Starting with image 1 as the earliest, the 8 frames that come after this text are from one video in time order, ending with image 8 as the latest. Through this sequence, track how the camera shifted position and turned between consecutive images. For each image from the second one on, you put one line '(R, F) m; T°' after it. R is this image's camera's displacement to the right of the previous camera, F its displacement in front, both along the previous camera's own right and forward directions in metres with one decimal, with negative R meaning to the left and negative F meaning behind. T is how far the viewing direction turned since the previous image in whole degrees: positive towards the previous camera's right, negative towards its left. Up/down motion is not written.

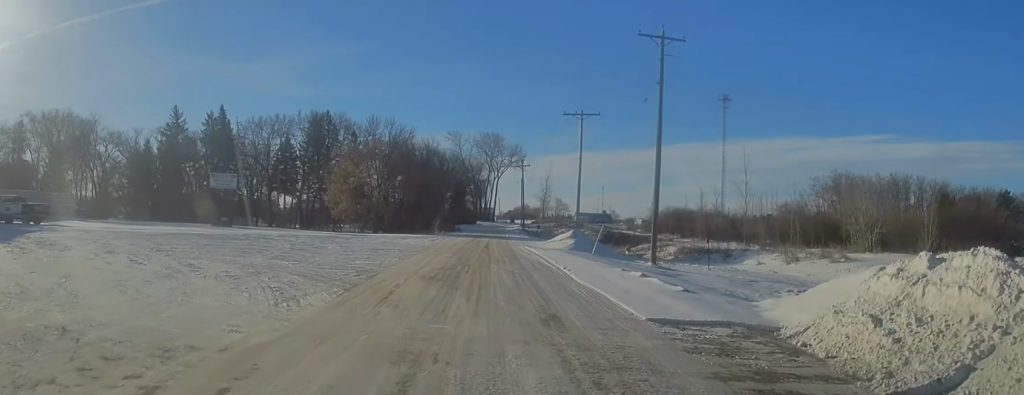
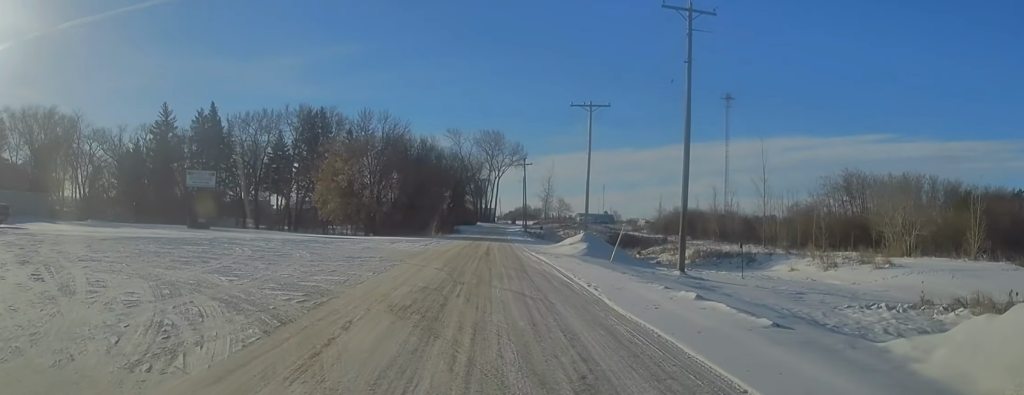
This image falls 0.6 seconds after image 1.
(+0.1, +5.1) m; 0°
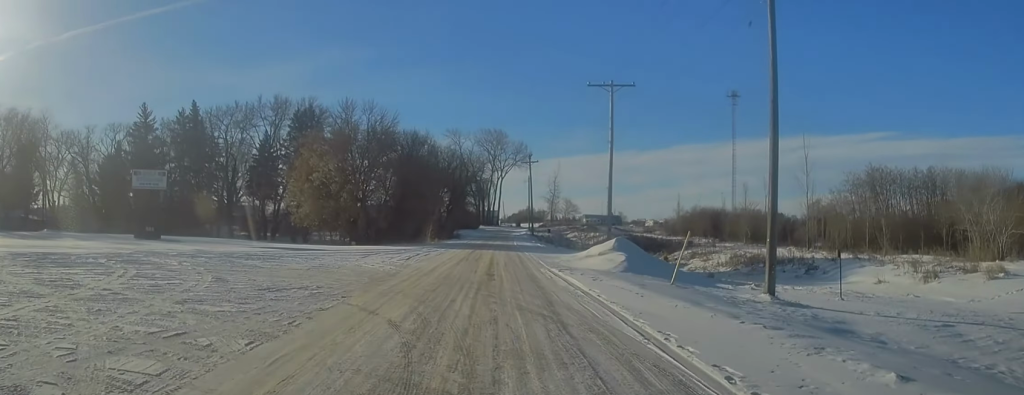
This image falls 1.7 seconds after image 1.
(-0.3, +9.4) m; -3°
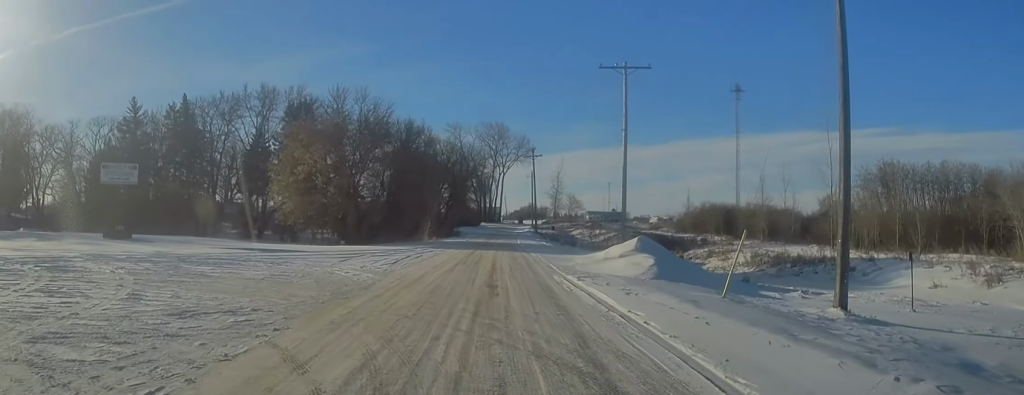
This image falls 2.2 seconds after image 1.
(-0.3, +4.3) m; 0°
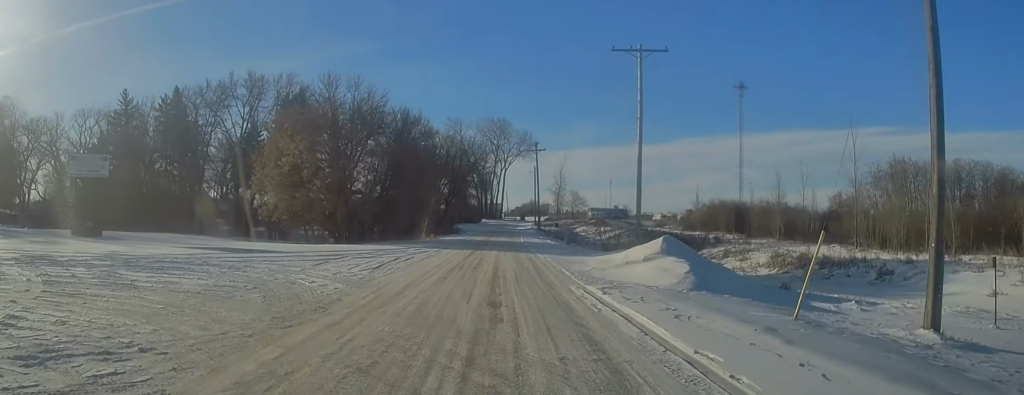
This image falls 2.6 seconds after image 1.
(+0.1, +3.8) m; 0°
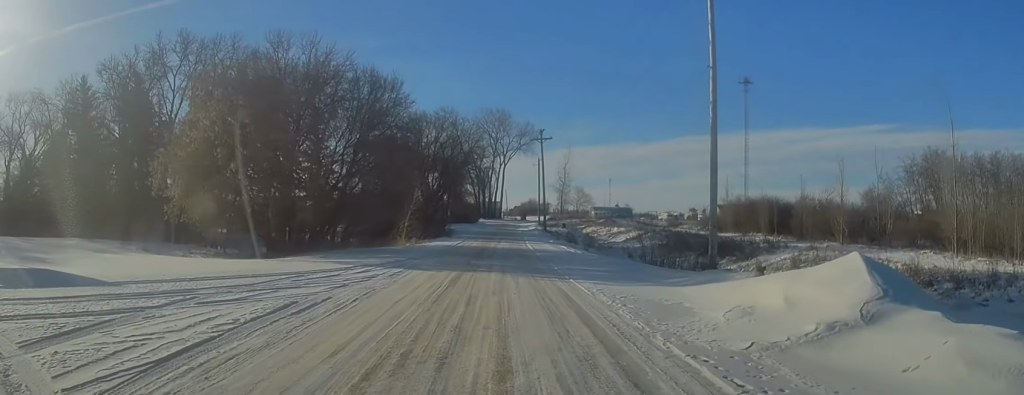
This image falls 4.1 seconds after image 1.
(0.0, +13.2) m; 0°
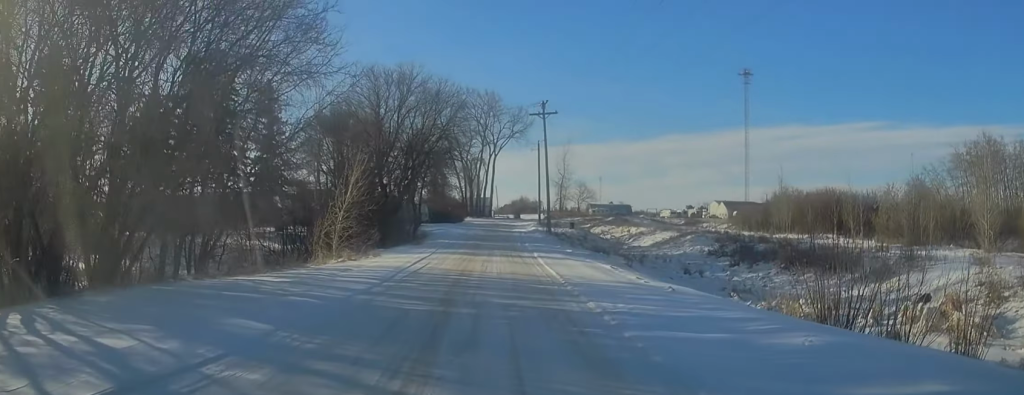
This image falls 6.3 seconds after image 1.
(-0.2, +19.1) m; 0°
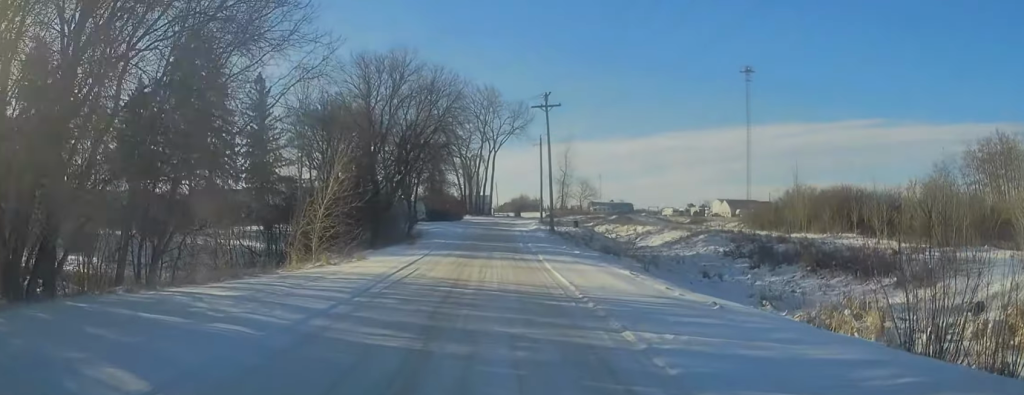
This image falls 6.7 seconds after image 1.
(+0.2, +3.5) m; 0°
